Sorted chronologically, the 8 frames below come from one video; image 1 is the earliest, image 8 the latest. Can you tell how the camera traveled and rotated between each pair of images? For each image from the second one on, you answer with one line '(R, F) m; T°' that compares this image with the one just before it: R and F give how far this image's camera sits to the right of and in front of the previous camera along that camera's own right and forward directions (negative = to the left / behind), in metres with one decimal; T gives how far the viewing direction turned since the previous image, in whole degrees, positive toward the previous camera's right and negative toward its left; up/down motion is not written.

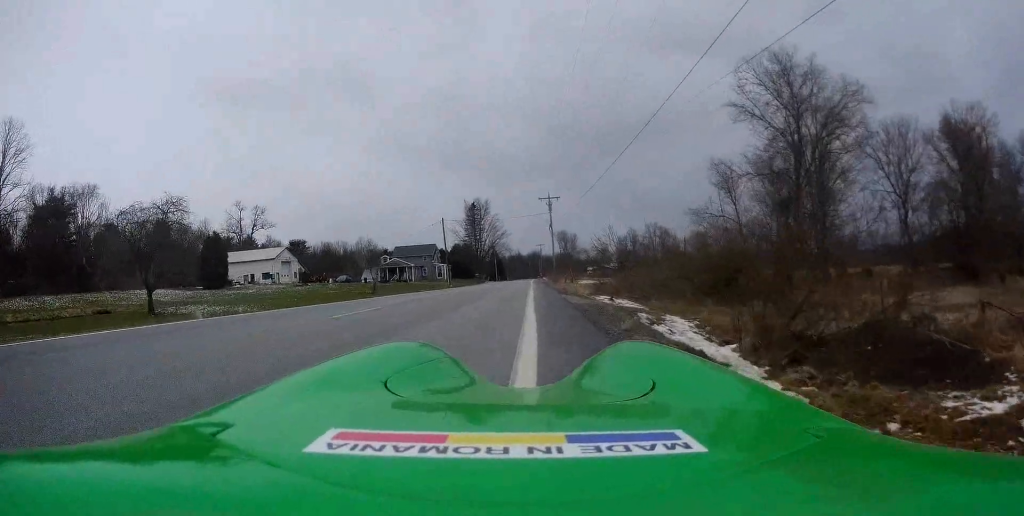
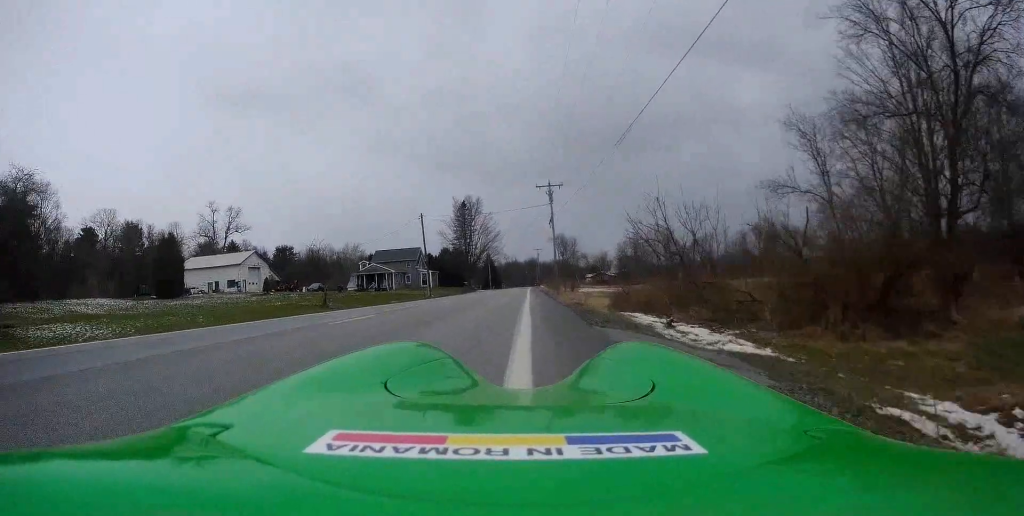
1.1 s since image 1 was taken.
(-0.2, +12.2) m; -1°
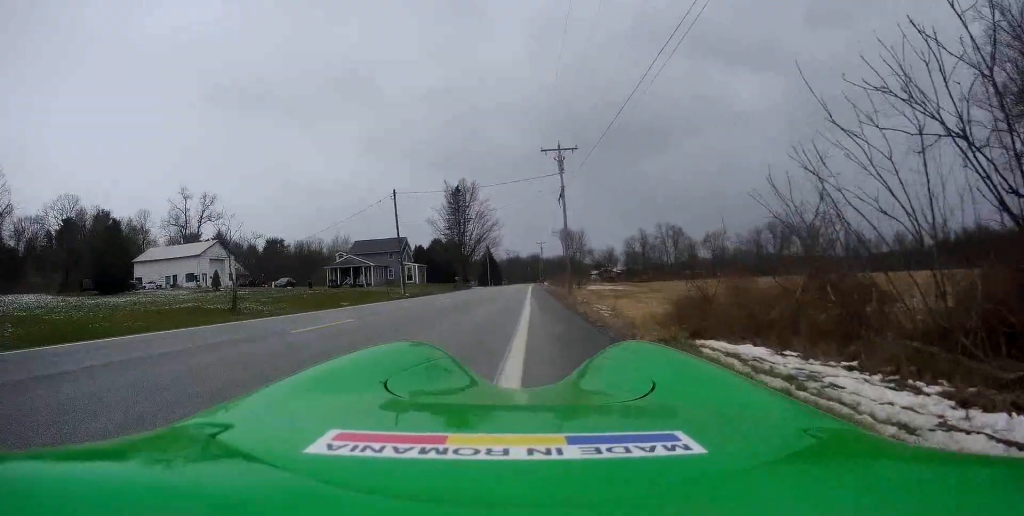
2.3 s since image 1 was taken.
(+0.1, +13.9) m; +1°
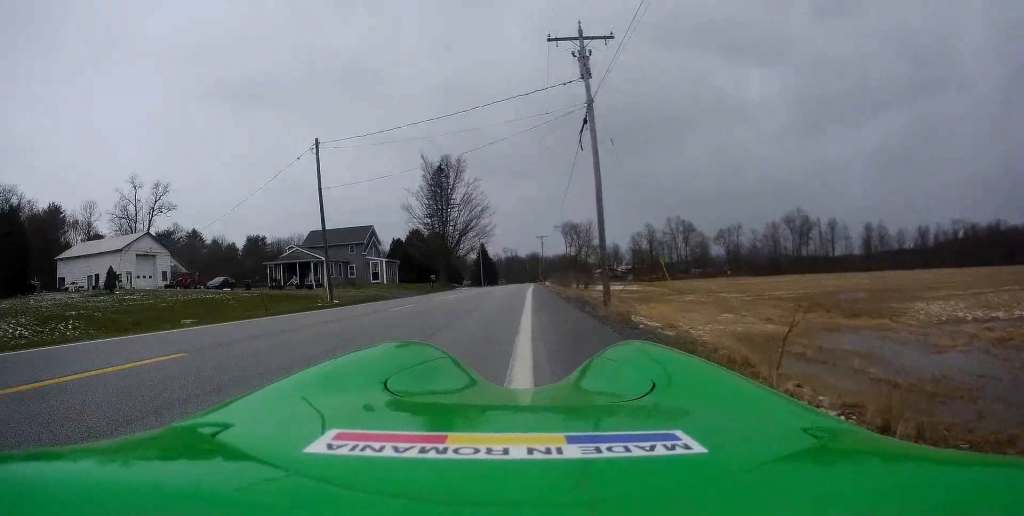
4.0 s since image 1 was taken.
(-0.1, +18.1) m; 0°
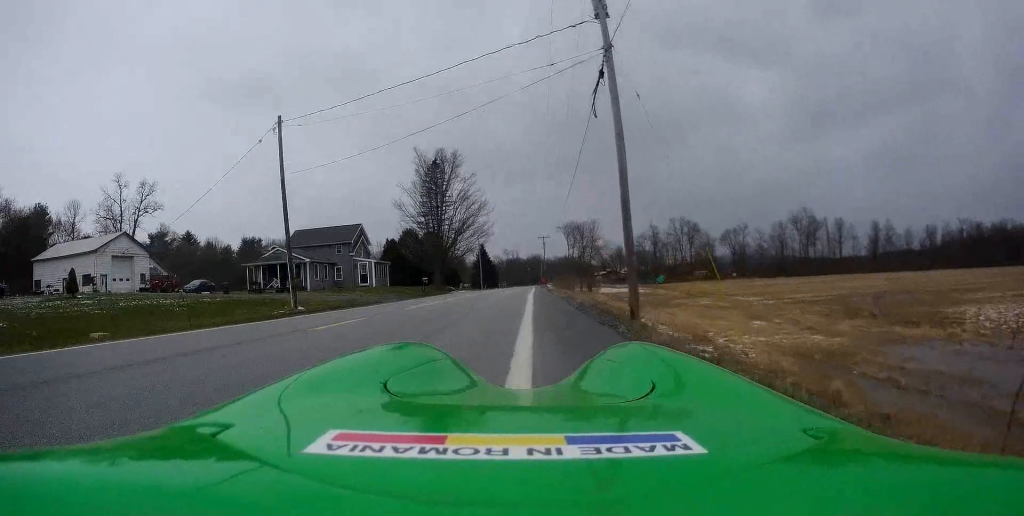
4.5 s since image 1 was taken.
(+0.1, +5.0) m; 0°
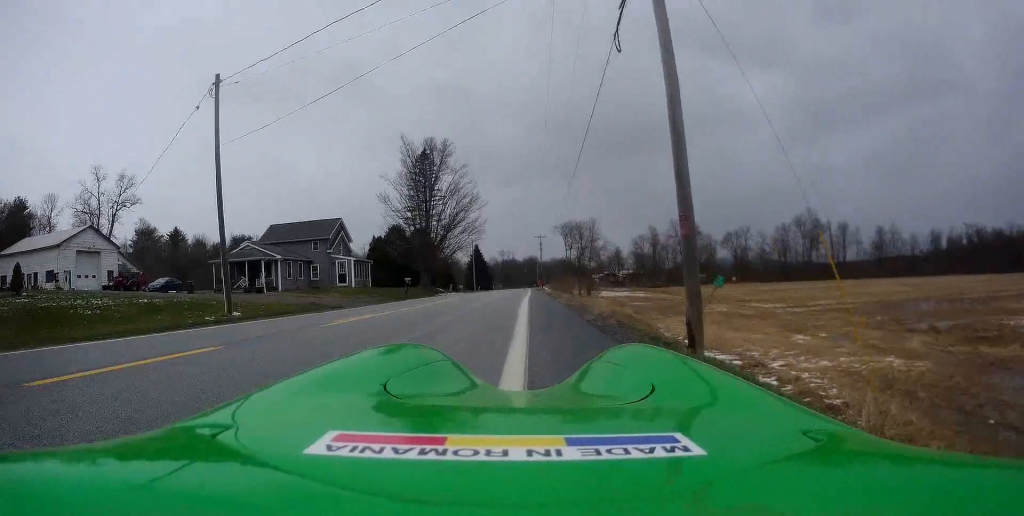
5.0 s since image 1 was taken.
(+0.2, +5.9) m; 0°
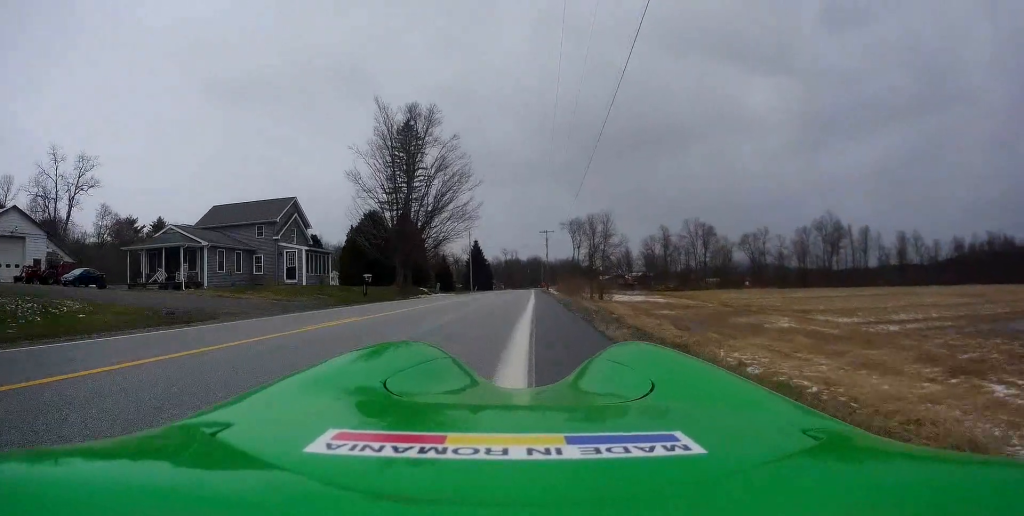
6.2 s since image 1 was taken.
(-0.3, +13.1) m; +1°
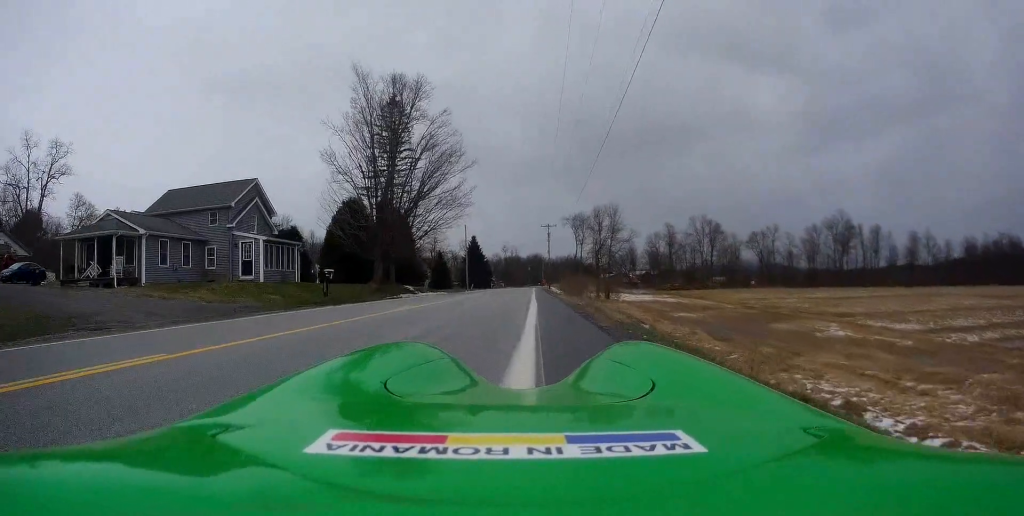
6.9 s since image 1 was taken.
(+0.2, +7.1) m; +2°
